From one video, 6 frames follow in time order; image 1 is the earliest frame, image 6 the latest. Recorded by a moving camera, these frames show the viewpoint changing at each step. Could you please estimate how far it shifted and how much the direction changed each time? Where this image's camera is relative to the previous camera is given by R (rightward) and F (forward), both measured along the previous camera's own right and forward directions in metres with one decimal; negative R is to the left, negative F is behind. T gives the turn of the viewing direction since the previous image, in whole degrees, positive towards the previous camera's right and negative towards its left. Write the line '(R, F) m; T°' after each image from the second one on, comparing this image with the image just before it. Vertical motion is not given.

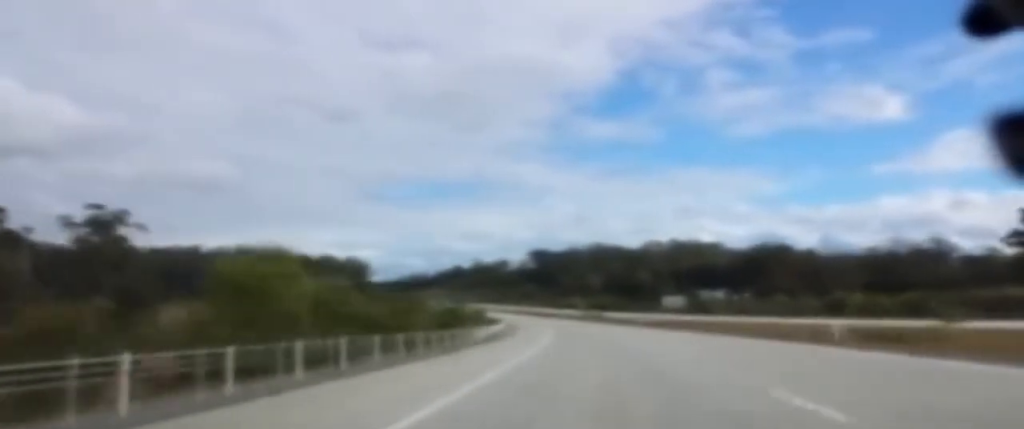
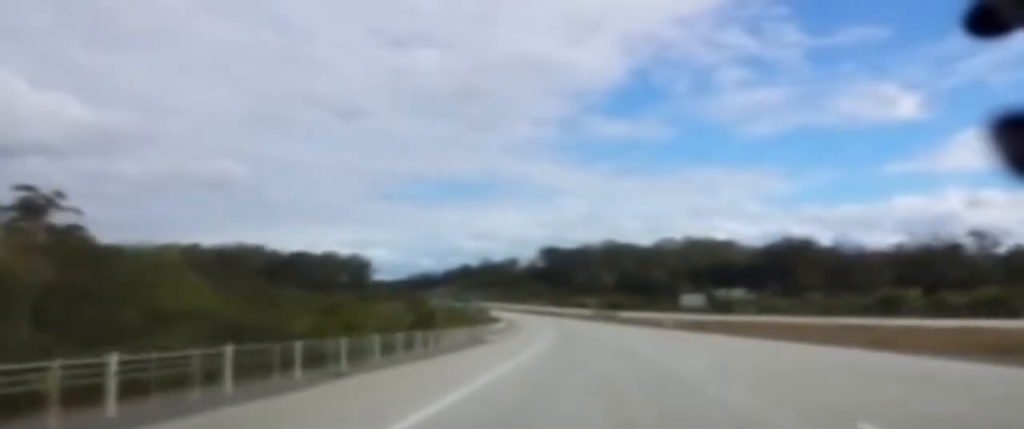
(-0.1, +15.3) m; -1°
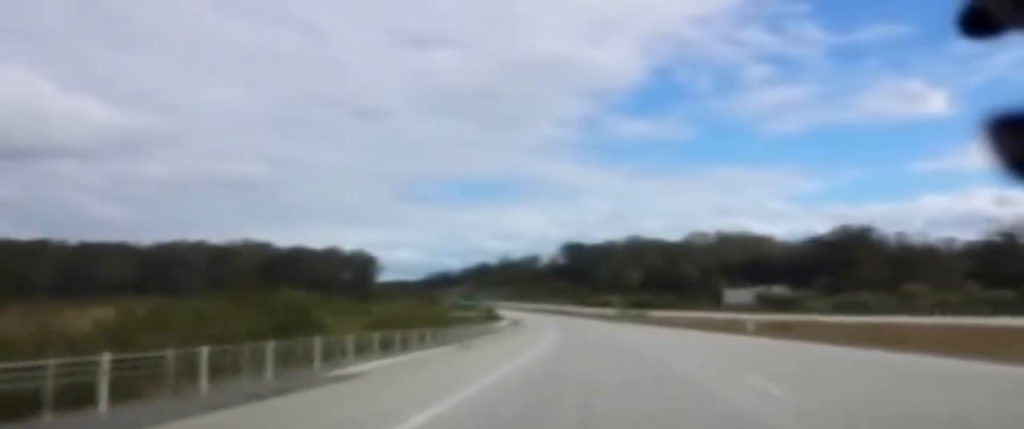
(-0.3, +29.6) m; -2°
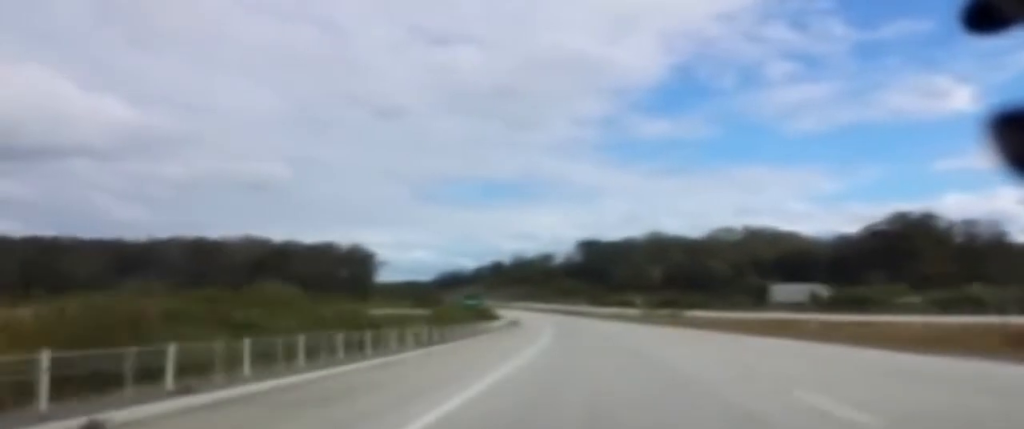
(-0.6, +27.5) m; -1°
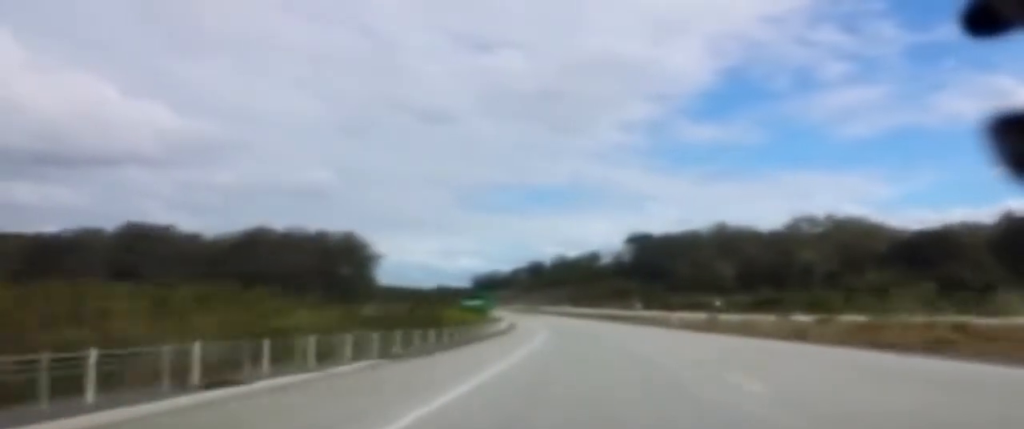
(-2.3, +67.8) m; -4°
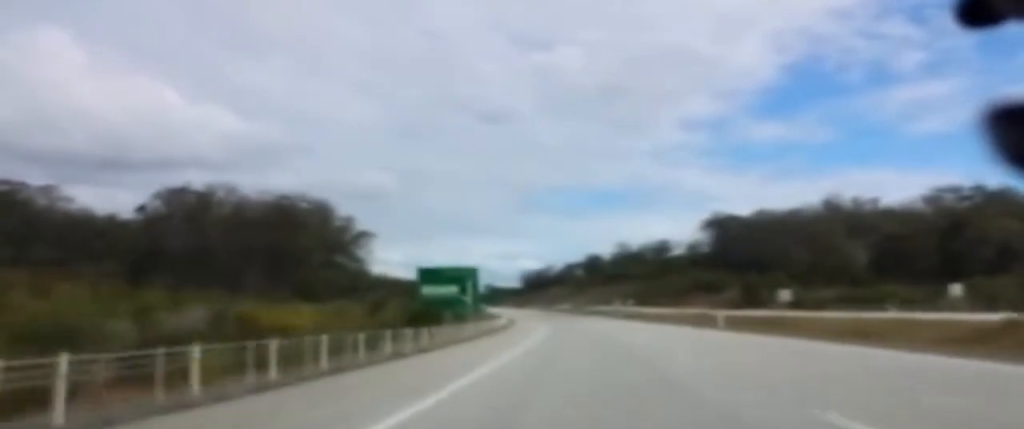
(-0.5, +77.3) m; -1°
